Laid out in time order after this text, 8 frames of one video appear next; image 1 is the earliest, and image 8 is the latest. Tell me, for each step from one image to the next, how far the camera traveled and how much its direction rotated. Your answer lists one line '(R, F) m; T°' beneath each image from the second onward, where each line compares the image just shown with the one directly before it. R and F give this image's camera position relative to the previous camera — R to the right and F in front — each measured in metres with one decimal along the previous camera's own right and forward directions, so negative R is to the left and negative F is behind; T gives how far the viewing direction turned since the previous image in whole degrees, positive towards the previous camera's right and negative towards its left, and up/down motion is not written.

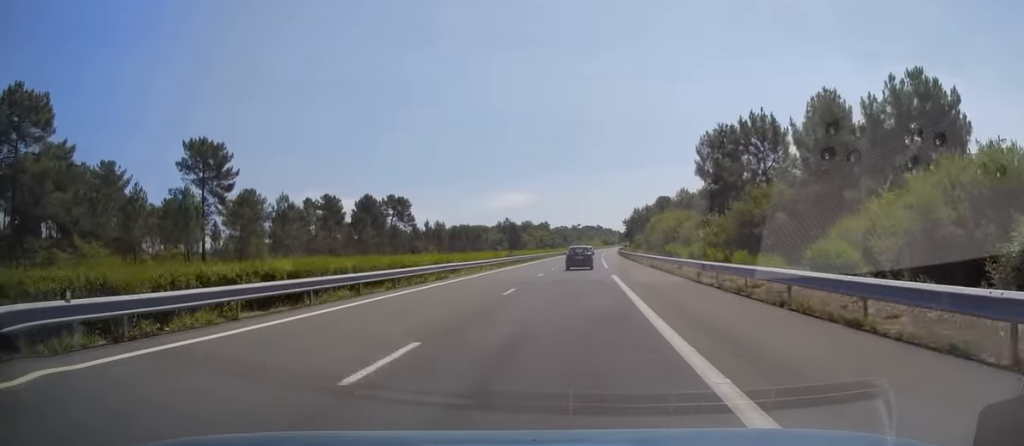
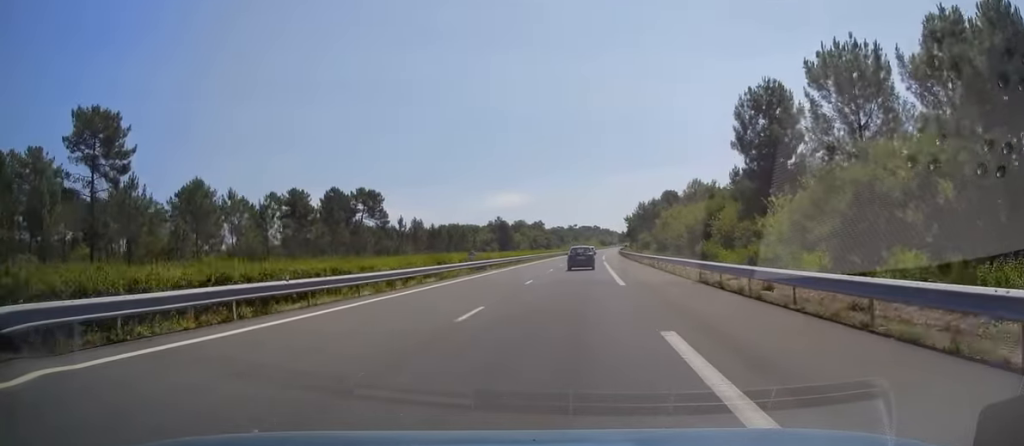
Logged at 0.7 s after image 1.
(+0.2, +20.0) m; 0°
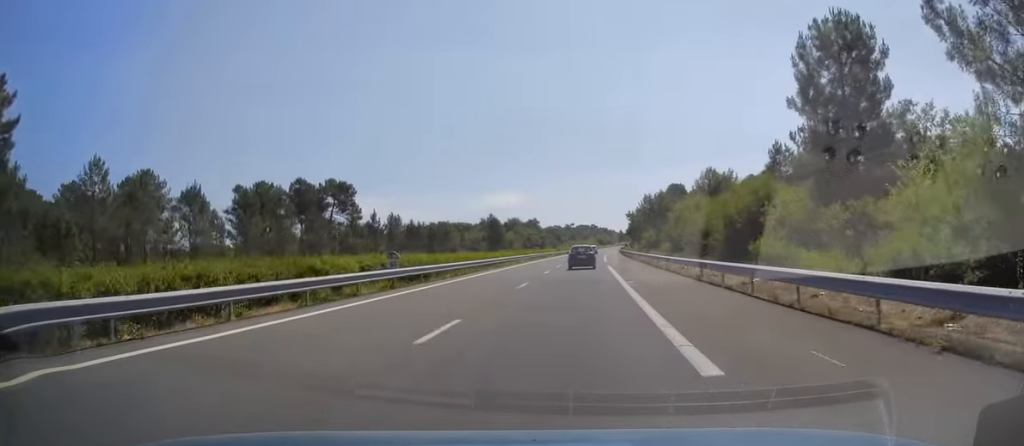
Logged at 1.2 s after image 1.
(0.0, +16.1) m; +1°
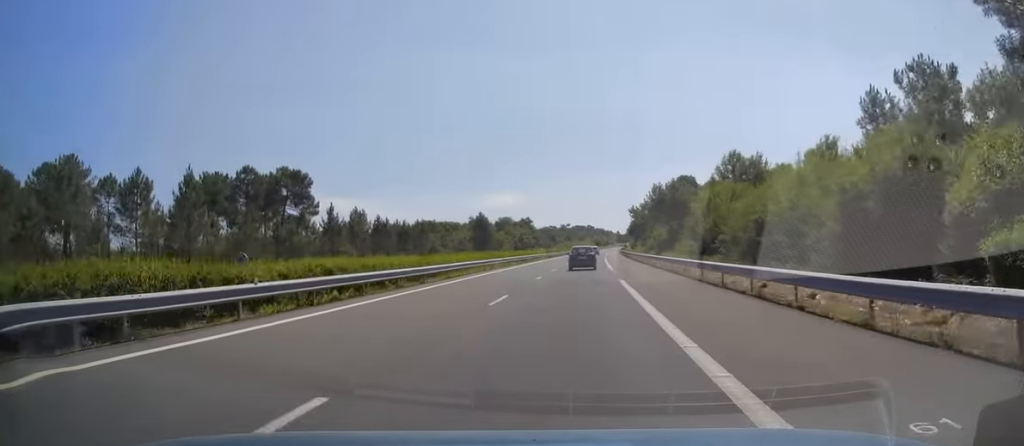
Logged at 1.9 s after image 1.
(+0.1, +19.6) m; +1°
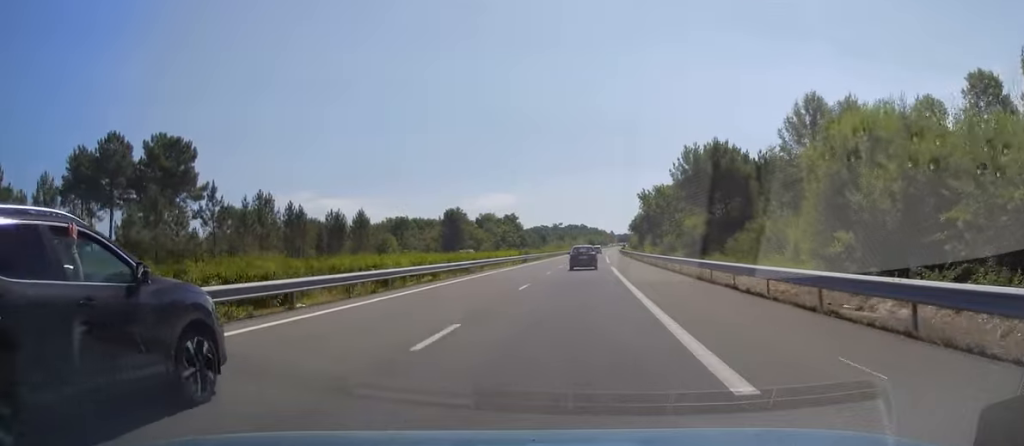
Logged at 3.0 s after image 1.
(+0.4, +33.3) m; +1°
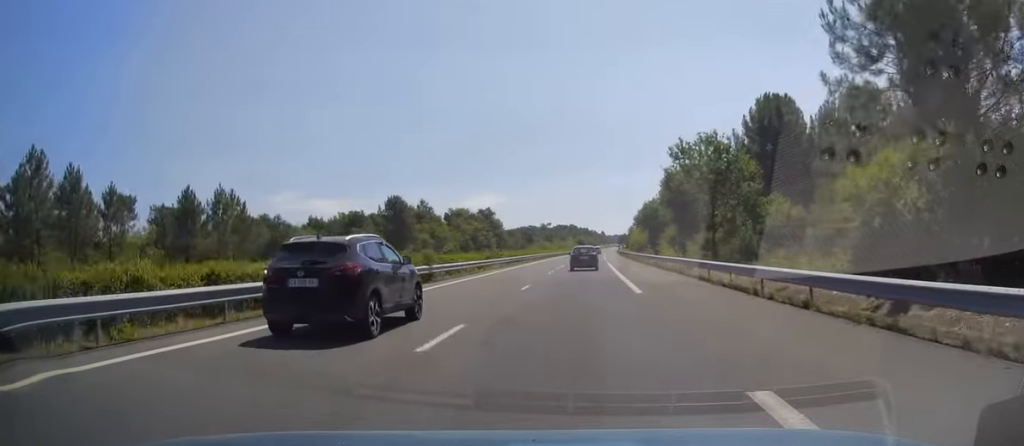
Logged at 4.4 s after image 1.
(+0.1, +39.1) m; 0°
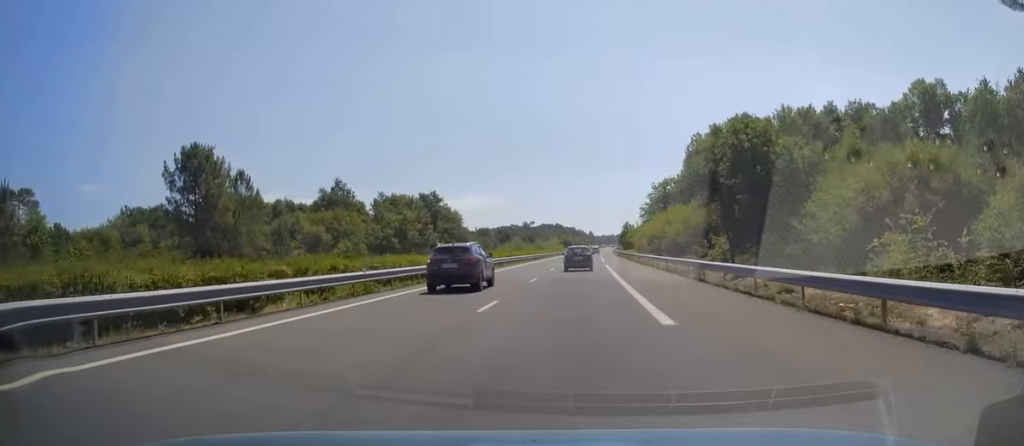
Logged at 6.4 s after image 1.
(+0.7, +59.7) m; +2°
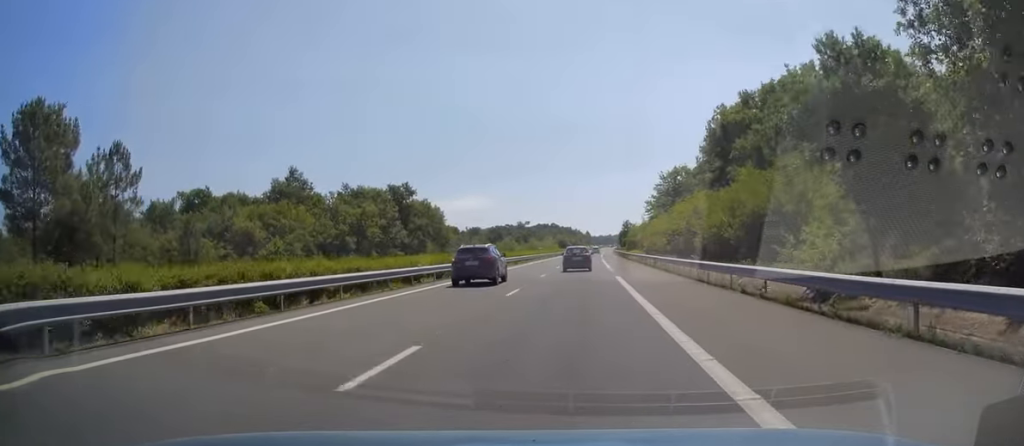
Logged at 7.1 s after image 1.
(+0.1, +21.1) m; 0°
